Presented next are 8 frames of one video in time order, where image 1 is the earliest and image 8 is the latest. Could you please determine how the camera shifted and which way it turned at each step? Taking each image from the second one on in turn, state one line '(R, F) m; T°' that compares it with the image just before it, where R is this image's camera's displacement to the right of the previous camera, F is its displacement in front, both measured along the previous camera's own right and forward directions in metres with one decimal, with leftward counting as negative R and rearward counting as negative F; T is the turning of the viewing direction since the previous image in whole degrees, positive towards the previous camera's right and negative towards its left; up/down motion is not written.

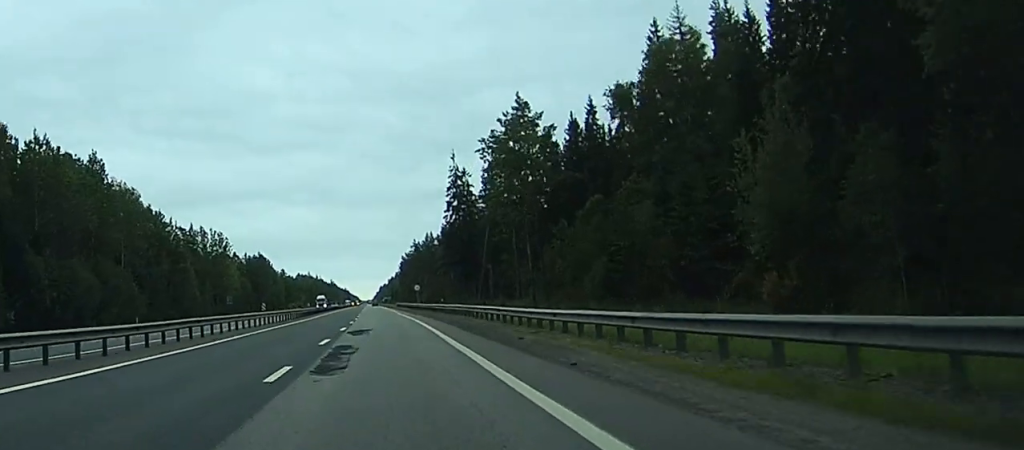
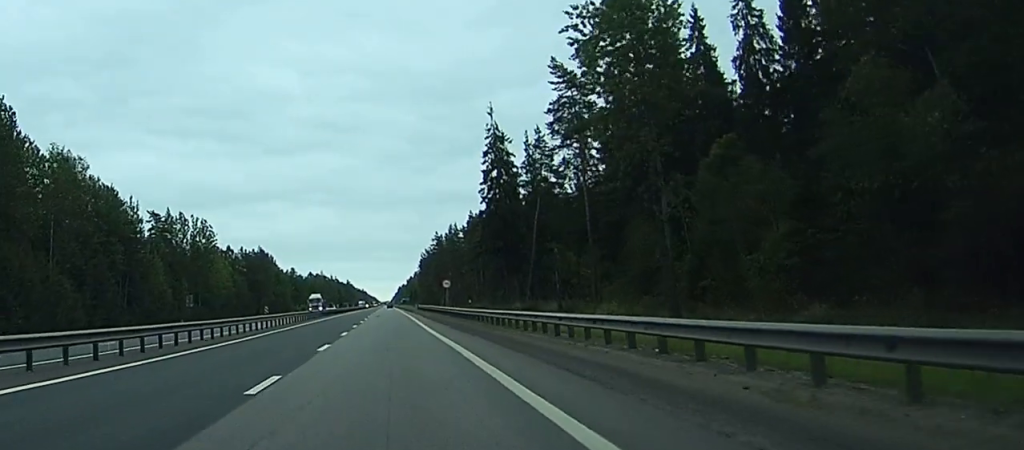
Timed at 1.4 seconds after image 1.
(-0.3, +37.0) m; -1°
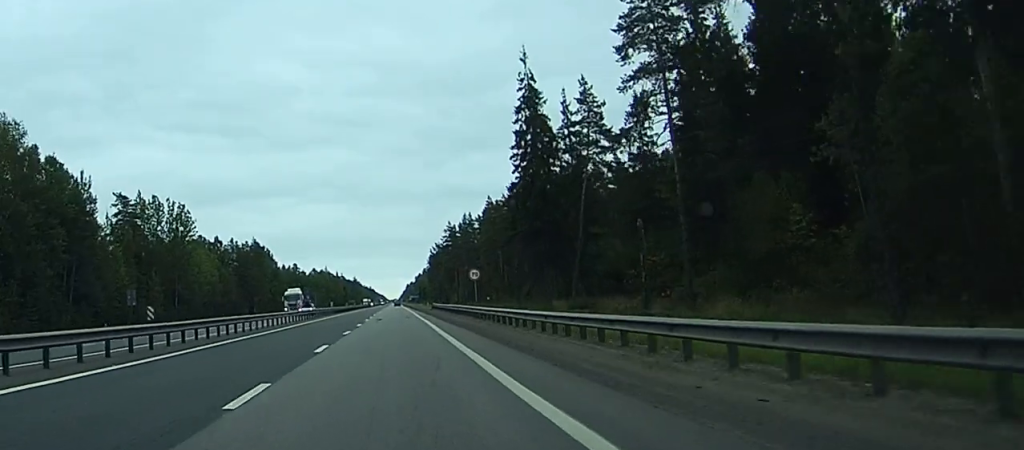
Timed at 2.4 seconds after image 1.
(0.0, +25.0) m; 0°
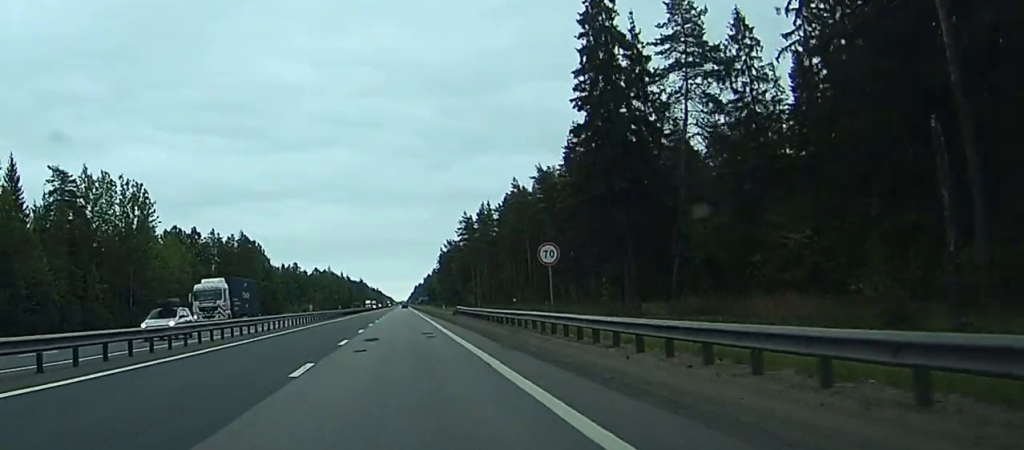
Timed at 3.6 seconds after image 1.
(0.0, +30.3) m; 0°
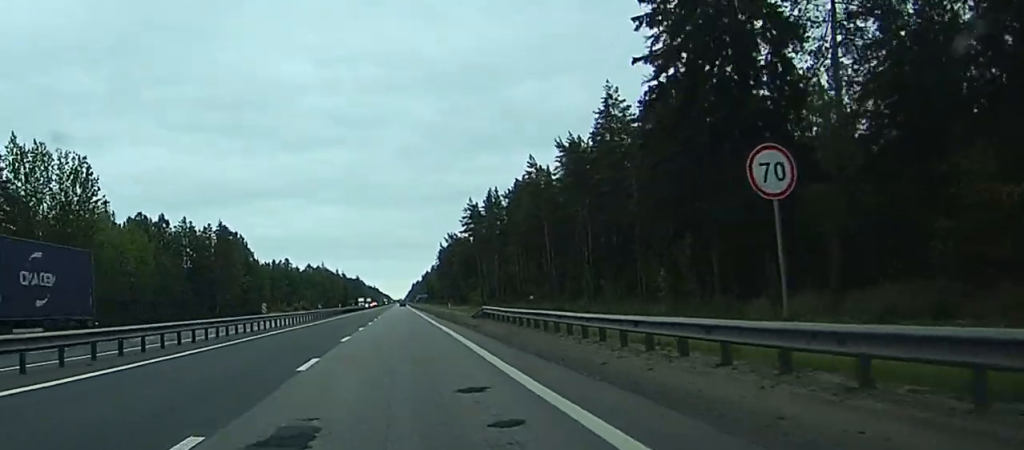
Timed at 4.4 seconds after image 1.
(-0.1, +22.5) m; -1°
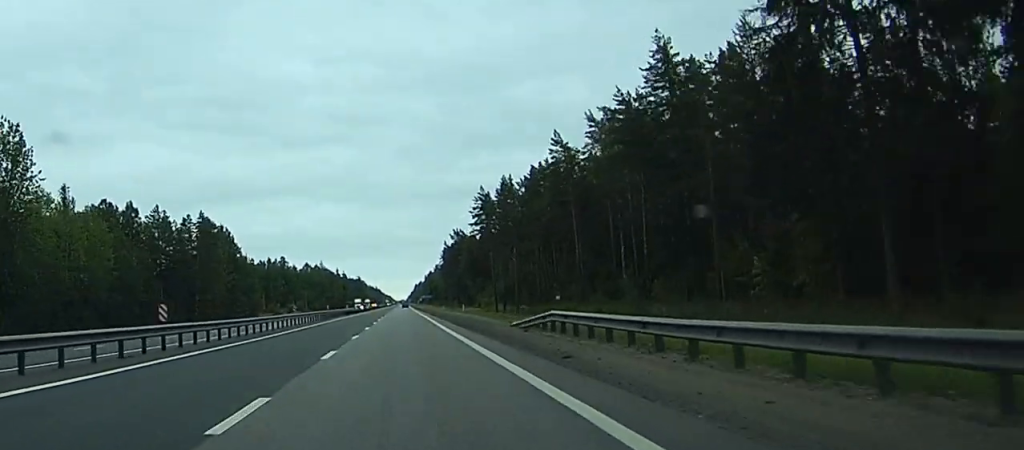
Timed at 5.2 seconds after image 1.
(-0.3, +19.9) m; 0°
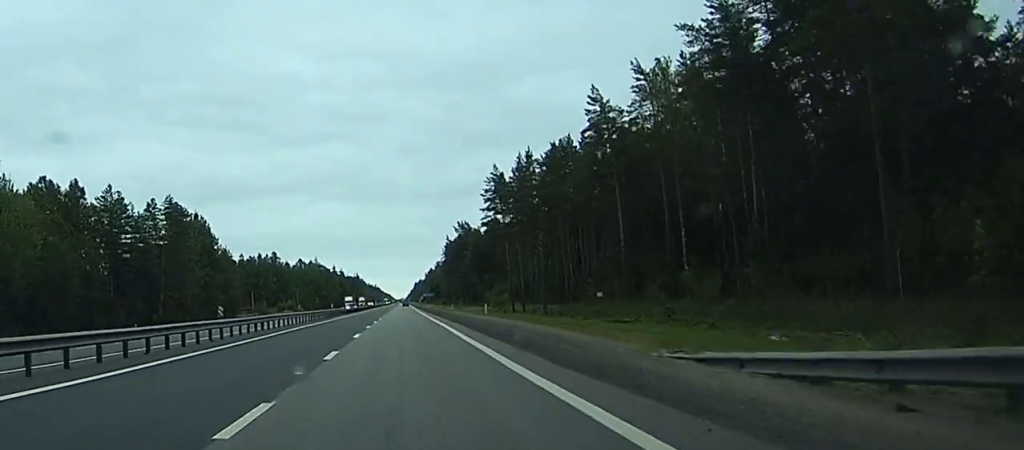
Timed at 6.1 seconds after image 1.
(+0.2, +23.5) m; 0°
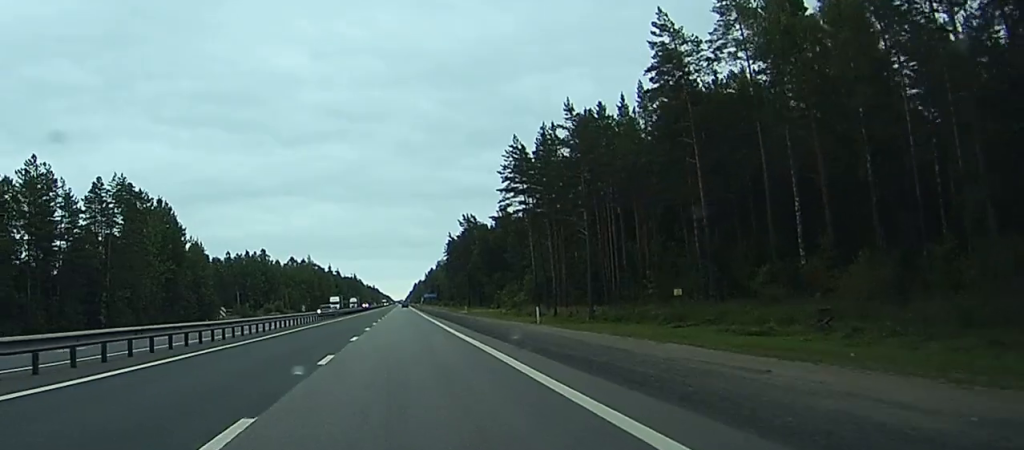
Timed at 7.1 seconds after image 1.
(0.0, +25.4) m; +1°
